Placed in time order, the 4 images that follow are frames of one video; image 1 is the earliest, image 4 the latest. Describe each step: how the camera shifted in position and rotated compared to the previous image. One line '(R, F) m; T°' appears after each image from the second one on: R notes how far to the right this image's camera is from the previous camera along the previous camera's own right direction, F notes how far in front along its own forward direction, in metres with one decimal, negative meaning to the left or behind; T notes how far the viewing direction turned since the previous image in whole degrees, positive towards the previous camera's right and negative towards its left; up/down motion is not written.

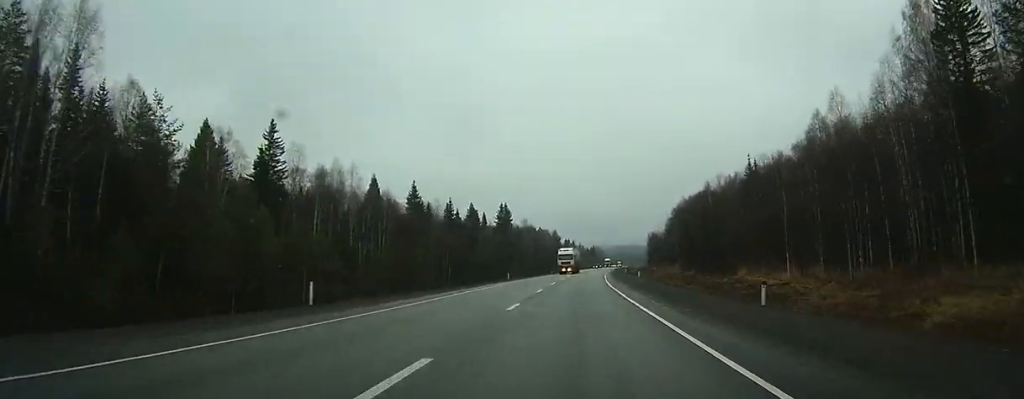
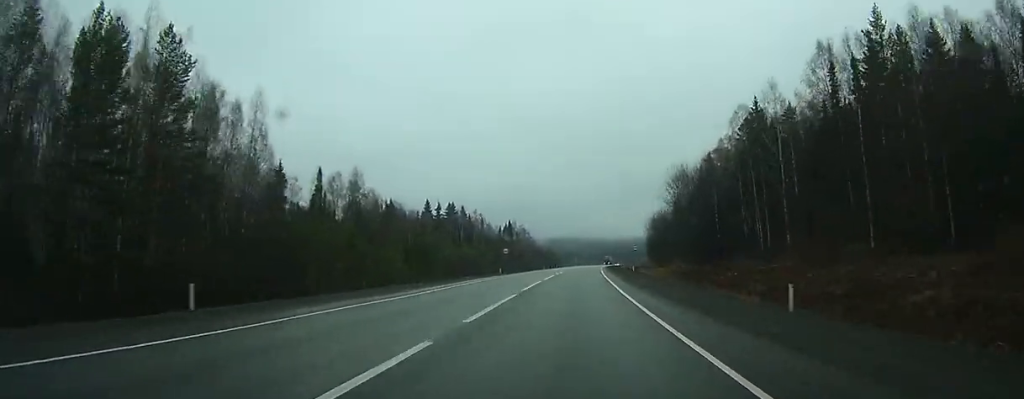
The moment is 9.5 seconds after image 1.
(+17.0, +251.4) m; +6°
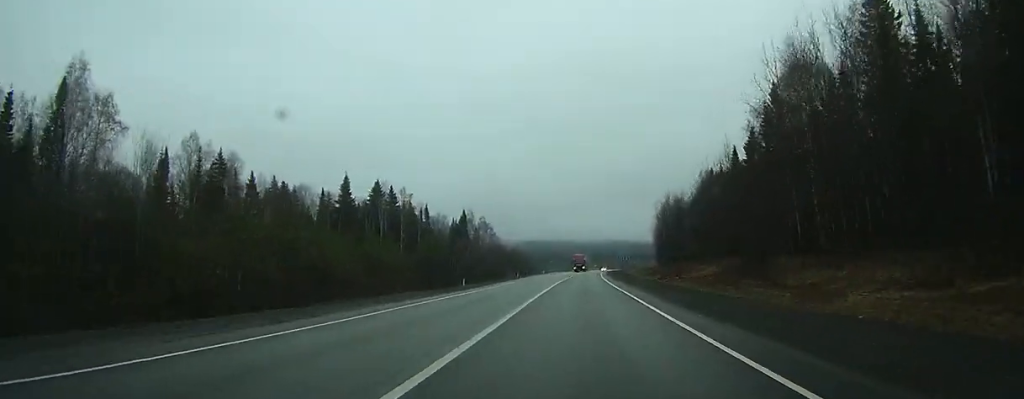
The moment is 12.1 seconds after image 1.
(+1.1, +68.0) m; +2°
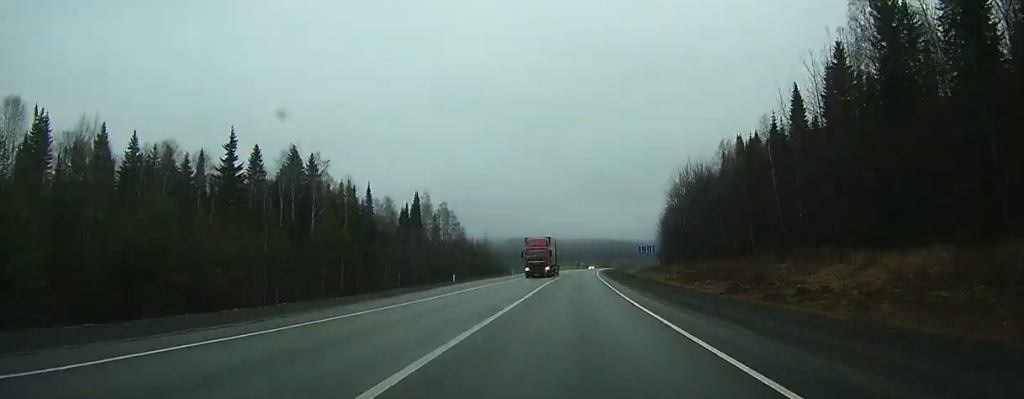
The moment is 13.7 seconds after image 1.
(+0.6, +41.7) m; +1°
